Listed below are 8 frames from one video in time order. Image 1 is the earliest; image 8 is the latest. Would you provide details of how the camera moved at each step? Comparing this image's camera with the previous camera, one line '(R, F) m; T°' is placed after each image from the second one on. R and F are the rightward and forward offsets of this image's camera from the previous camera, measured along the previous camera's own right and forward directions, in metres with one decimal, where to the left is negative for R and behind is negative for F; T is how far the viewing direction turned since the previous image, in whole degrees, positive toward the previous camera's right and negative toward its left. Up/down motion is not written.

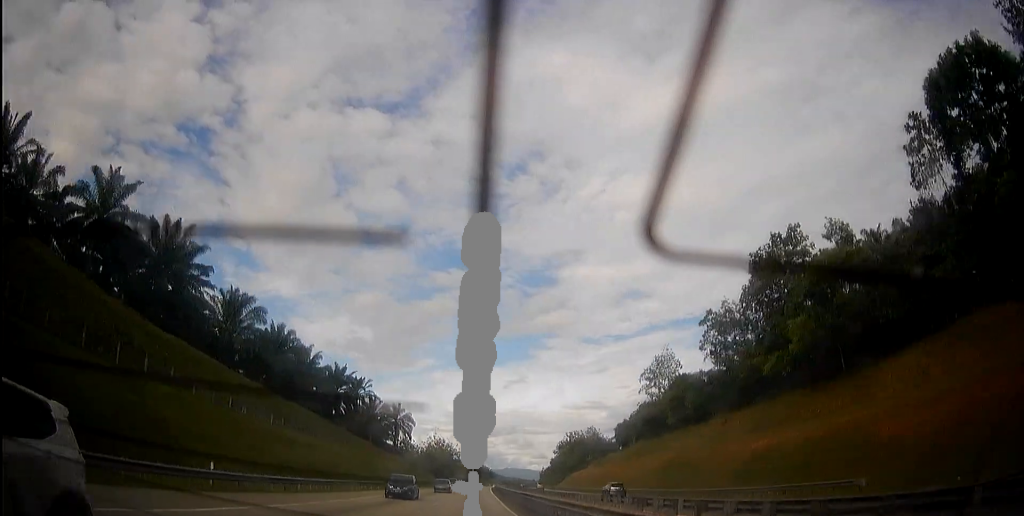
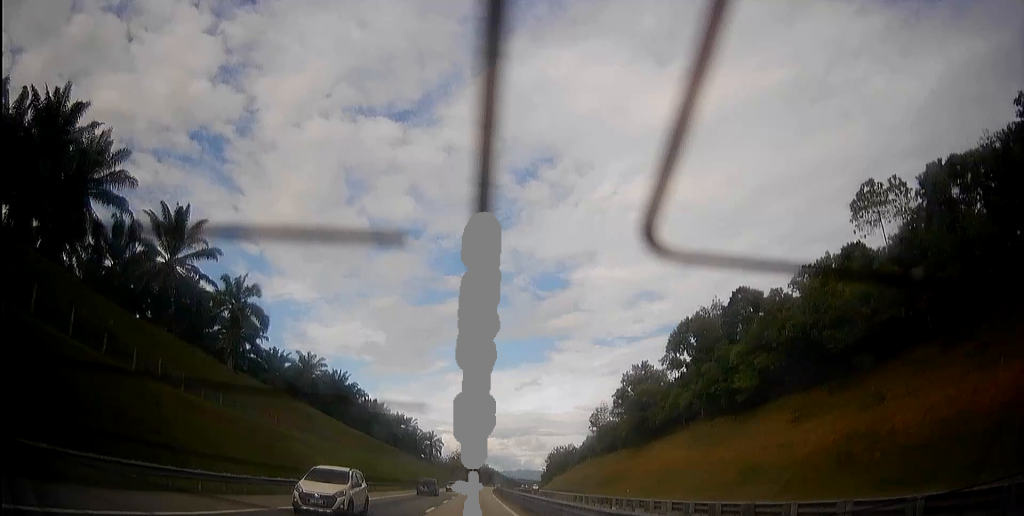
(+0.9, +71.9) m; +1°
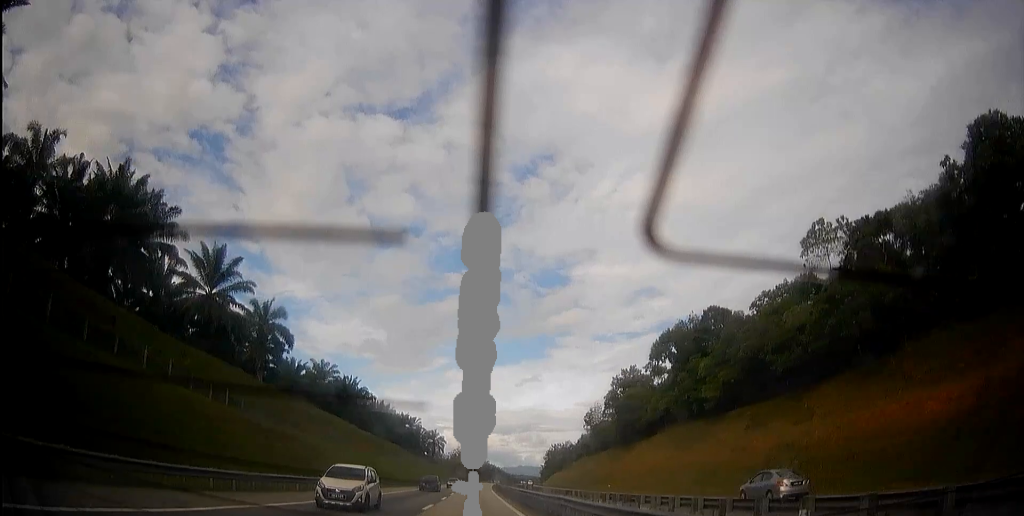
(0.0, +12.0) m; 0°
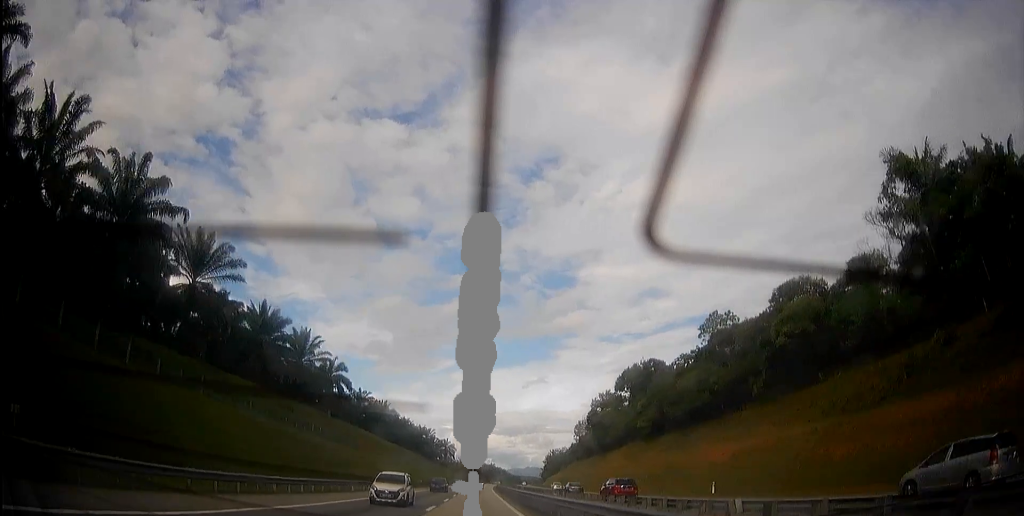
(+0.1, +35.8) m; +1°
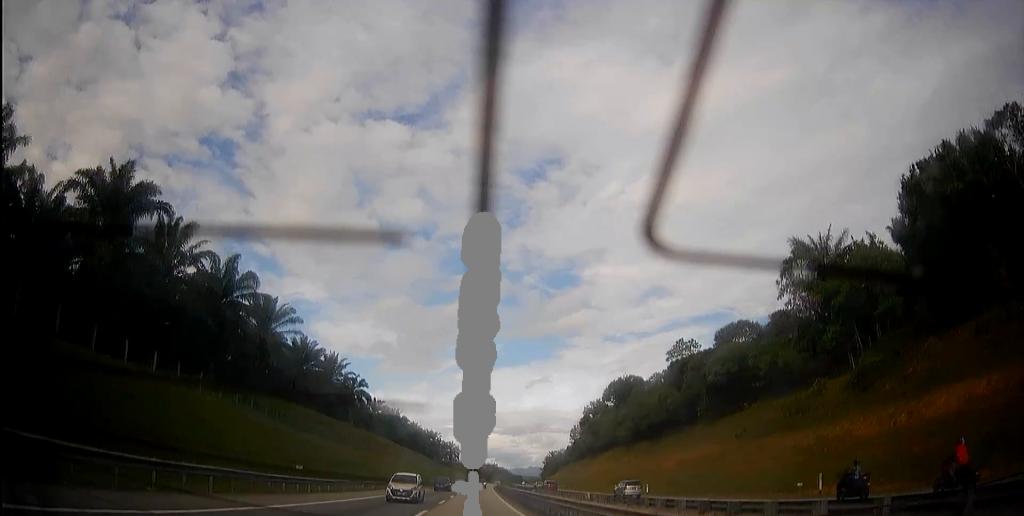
(0.0, +17.9) m; 0°
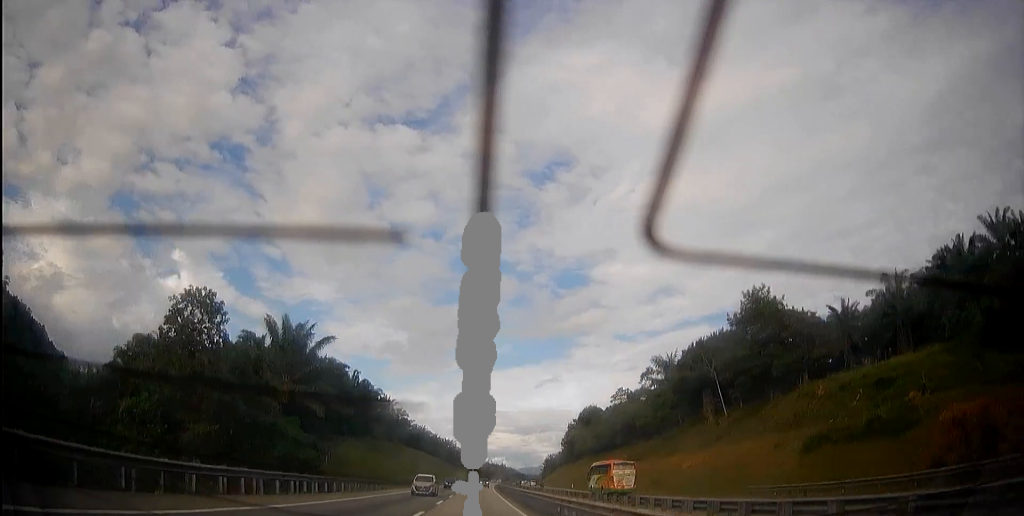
(+0.4, +58.4) m; +1°
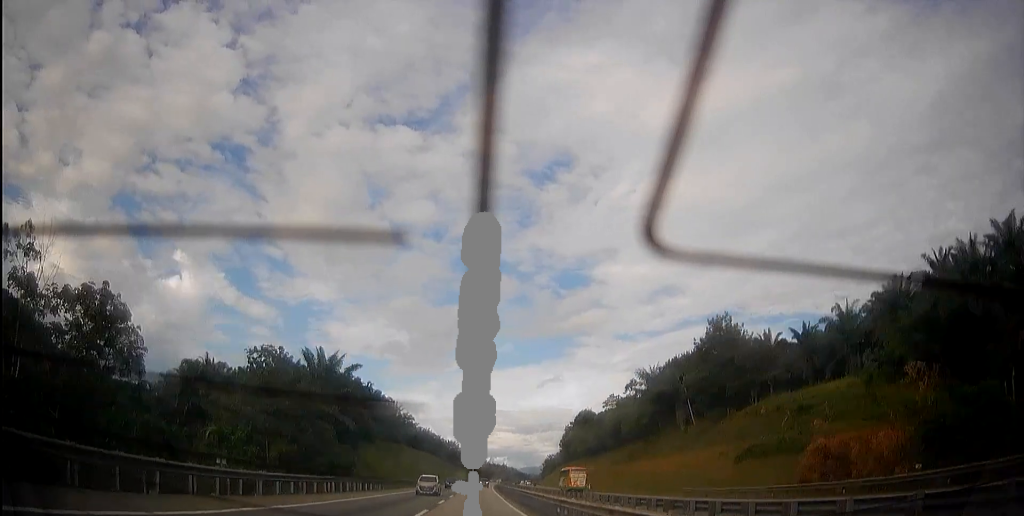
(+0.1, +13.1) m; 0°
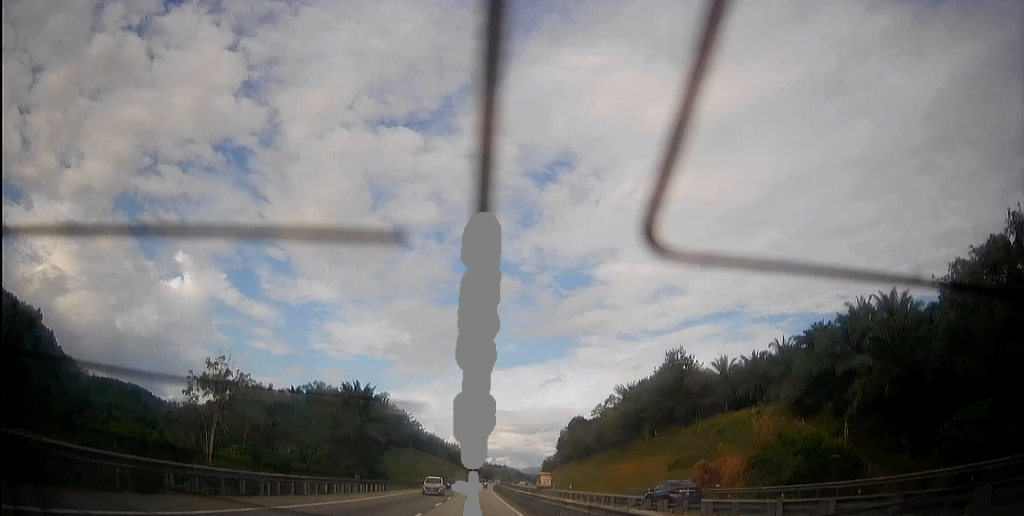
(+0.1, +20.3) m; 0°
